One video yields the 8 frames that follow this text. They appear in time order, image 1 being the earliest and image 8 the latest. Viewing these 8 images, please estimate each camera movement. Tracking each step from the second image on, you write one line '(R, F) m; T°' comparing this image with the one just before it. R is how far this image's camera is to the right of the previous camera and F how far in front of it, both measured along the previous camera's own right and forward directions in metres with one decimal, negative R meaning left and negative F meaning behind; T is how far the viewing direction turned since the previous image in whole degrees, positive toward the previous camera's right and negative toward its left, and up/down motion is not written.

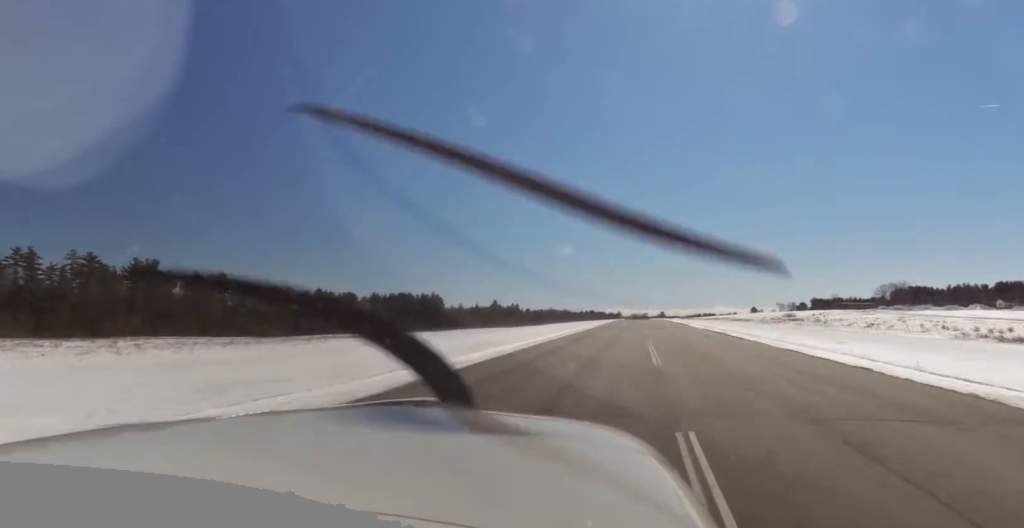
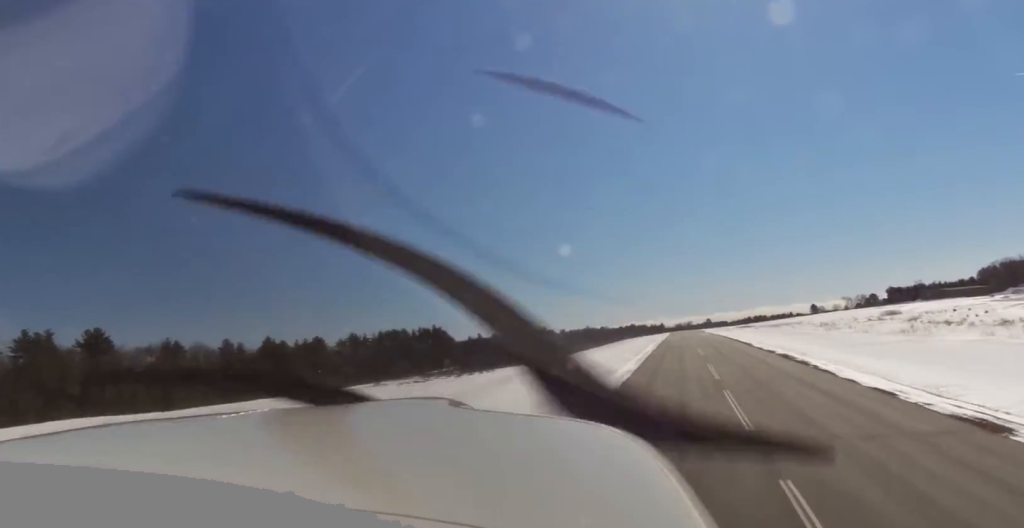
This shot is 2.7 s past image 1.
(-2.0, +126.0) m; 0°
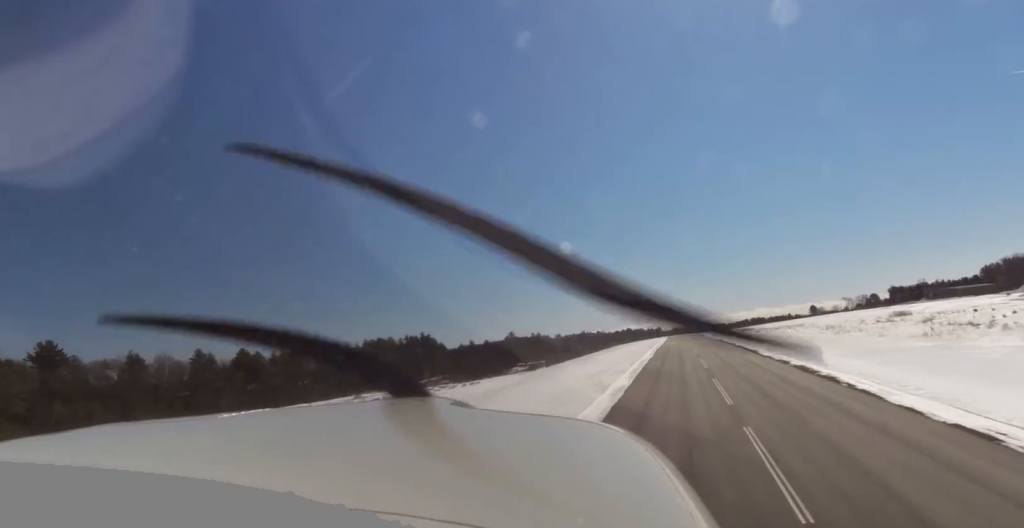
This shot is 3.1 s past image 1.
(+0.4, +20.1) m; +1°
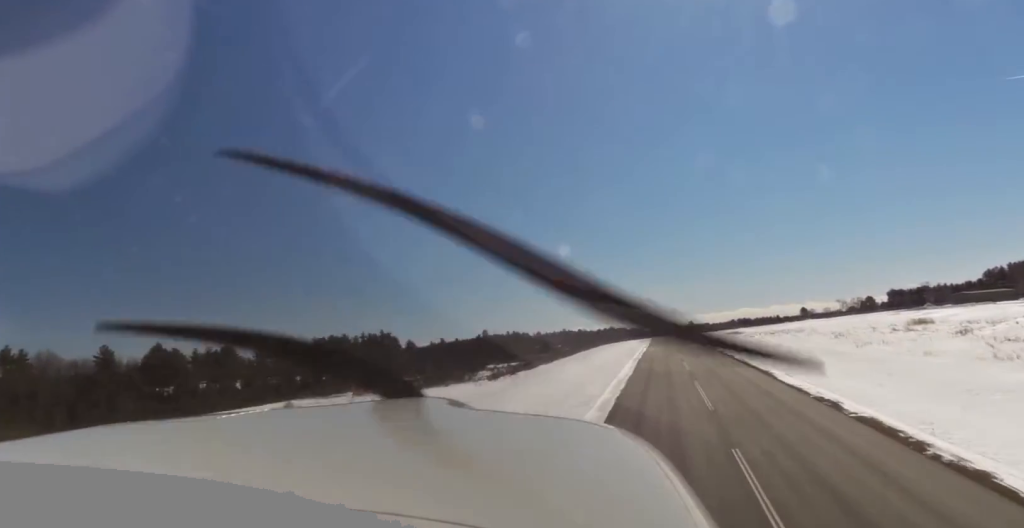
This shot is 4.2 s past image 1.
(+0.6, +47.8) m; +1°
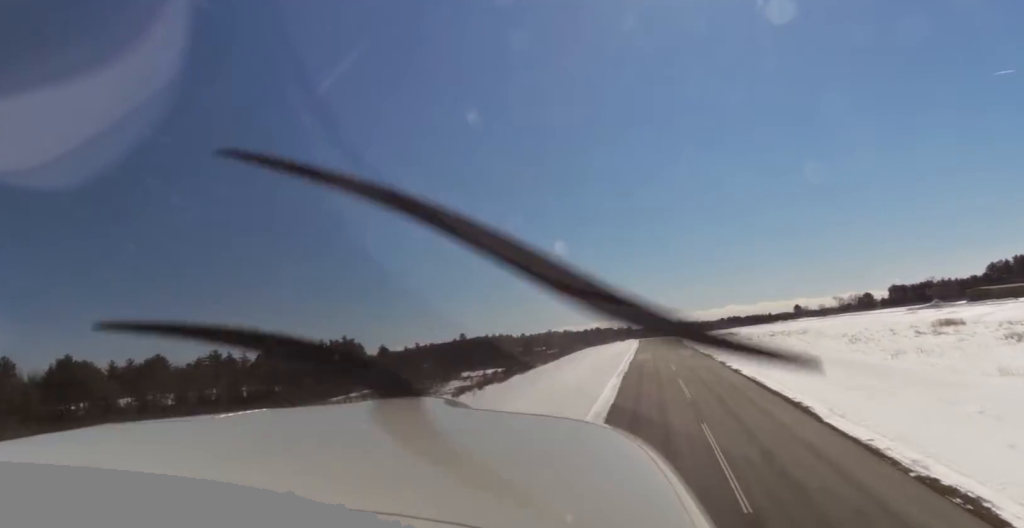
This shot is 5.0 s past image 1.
(+0.3, +38.6) m; +1°
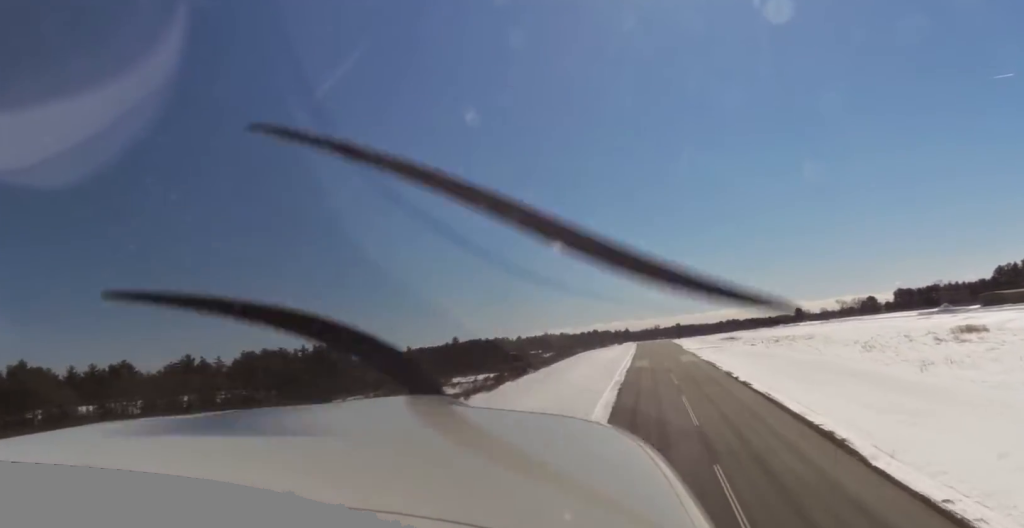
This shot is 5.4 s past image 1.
(+0.4, +18.5) m; 0°
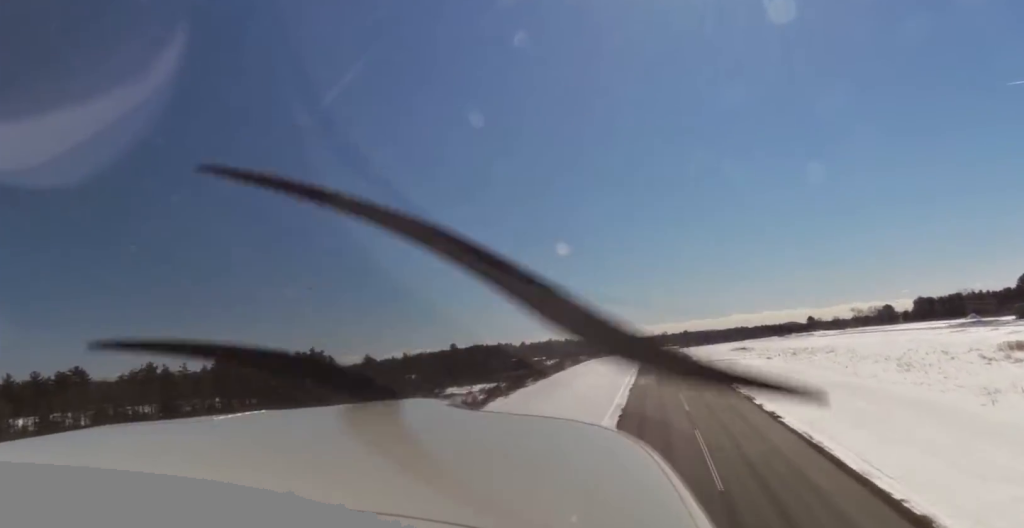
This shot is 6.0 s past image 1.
(-0.1, +27.5) m; 0°
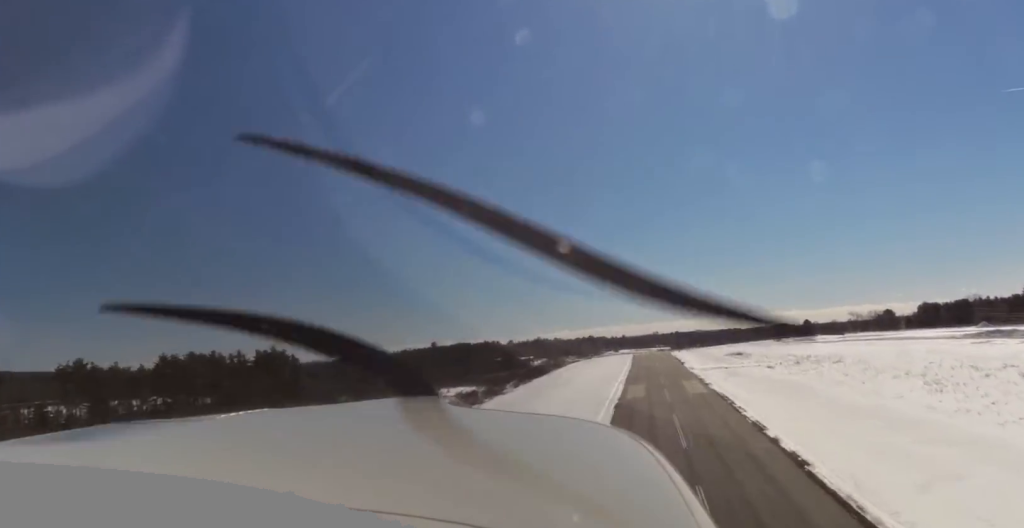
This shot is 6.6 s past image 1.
(-0.5, +28.9) m; -1°
